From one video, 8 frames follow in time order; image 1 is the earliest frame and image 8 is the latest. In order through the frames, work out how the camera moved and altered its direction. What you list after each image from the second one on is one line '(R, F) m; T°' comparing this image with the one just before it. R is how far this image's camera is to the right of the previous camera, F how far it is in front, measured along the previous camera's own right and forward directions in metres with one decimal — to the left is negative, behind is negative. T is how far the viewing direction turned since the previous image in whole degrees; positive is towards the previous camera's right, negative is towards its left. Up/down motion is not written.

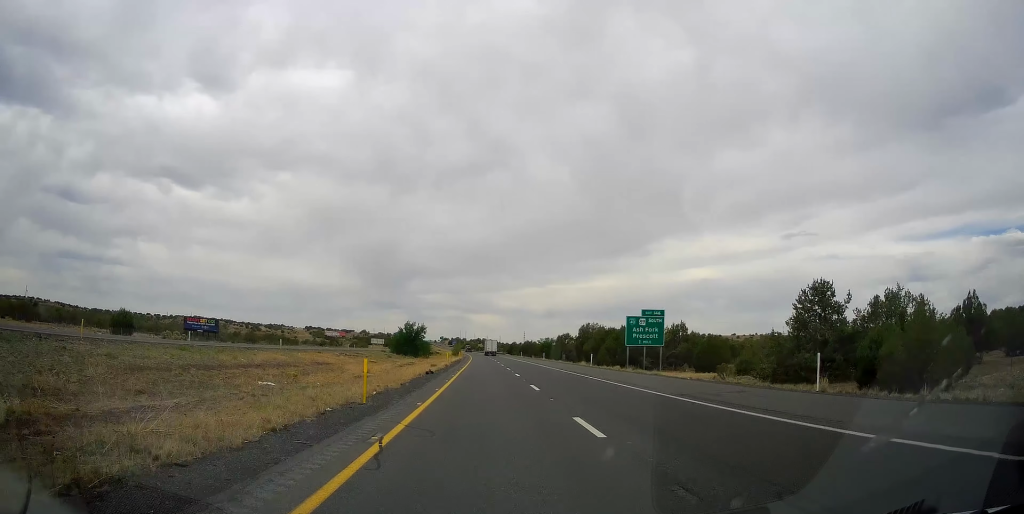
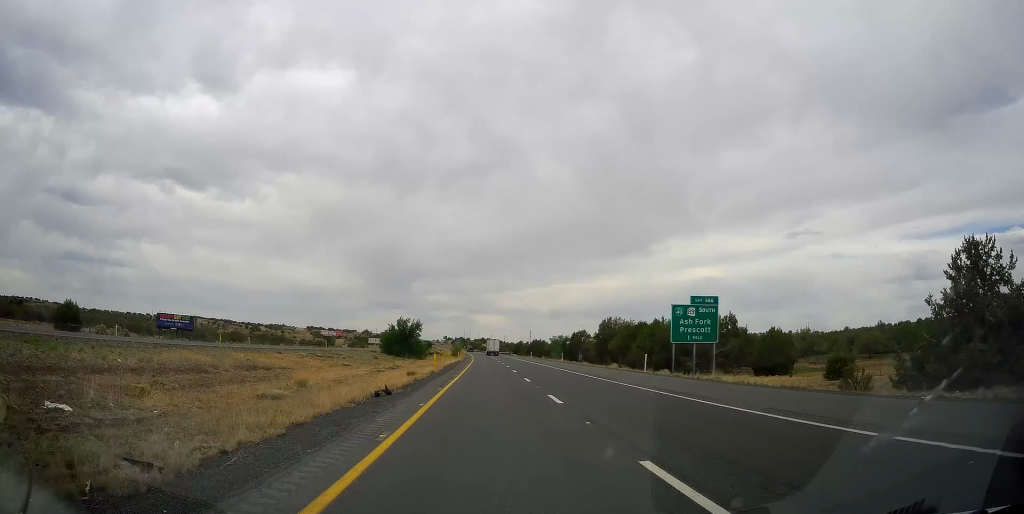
(-0.1, +18.0) m; 0°
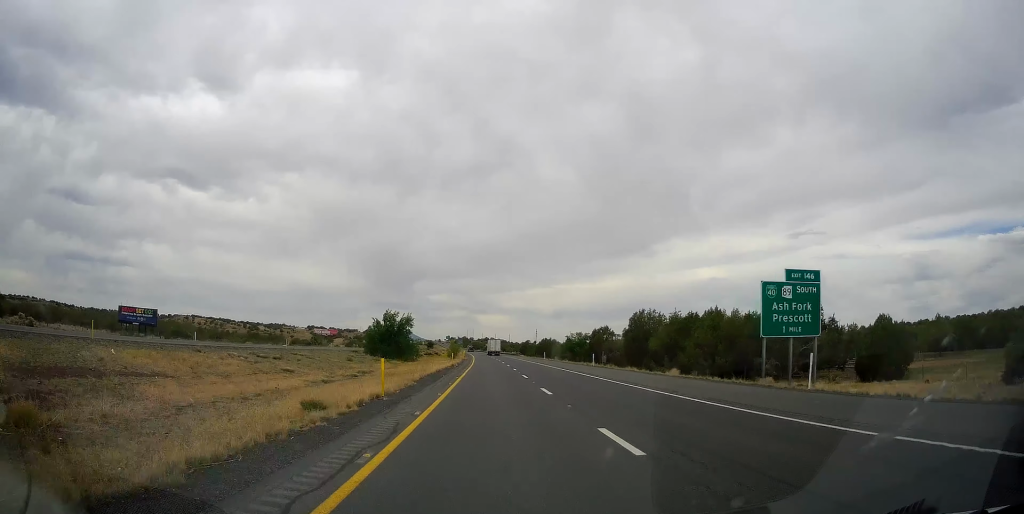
(+0.1, +20.2) m; 0°
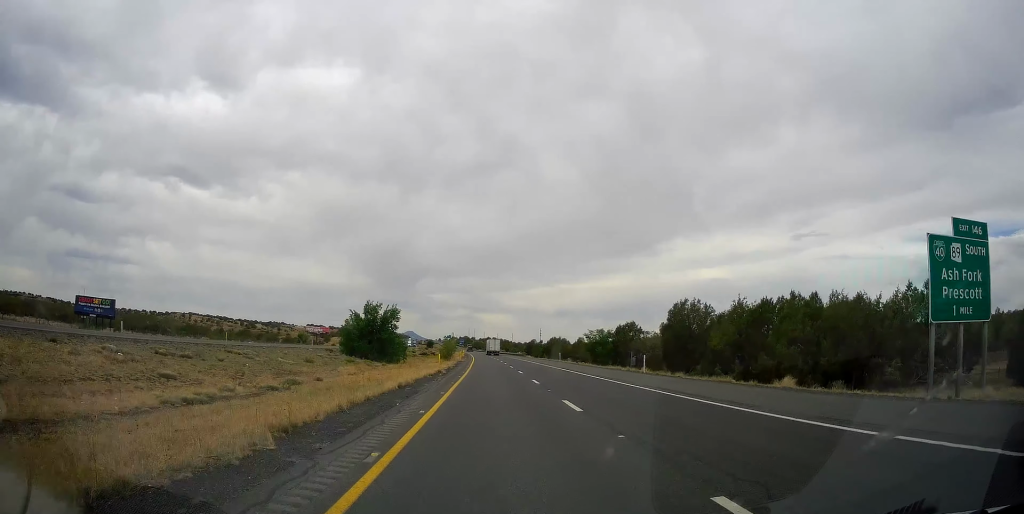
(0.0, +18.0) m; 0°
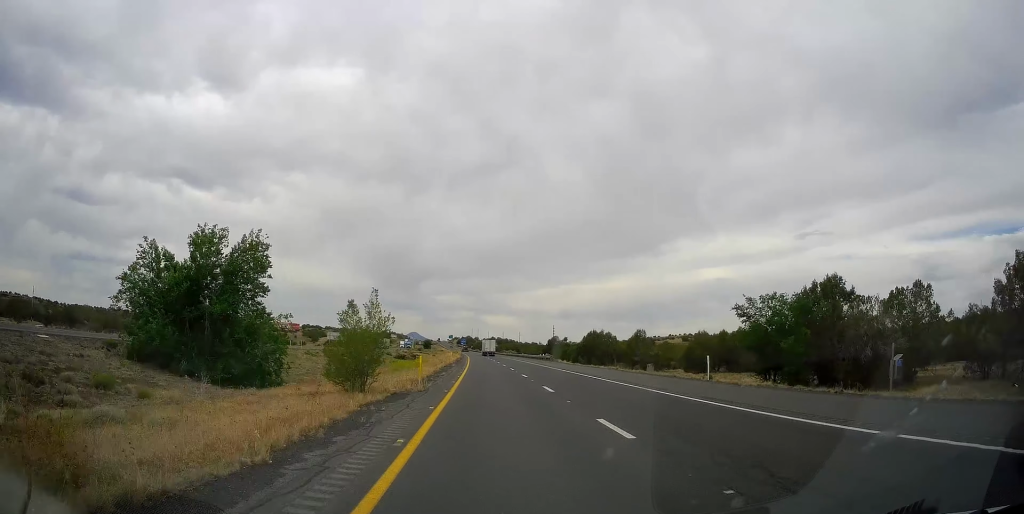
(-0.9, +53.3) m; -1°
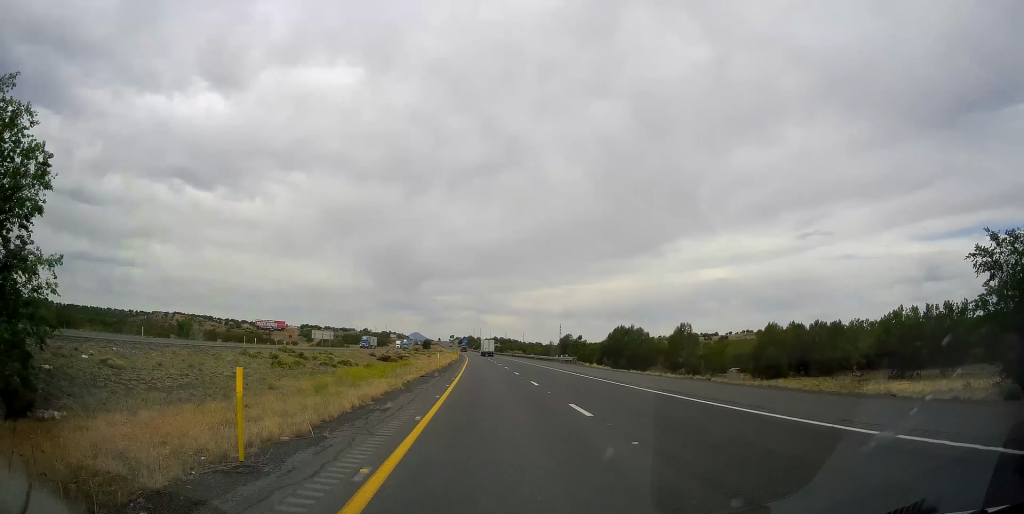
(0.0, +20.4) m; 0°
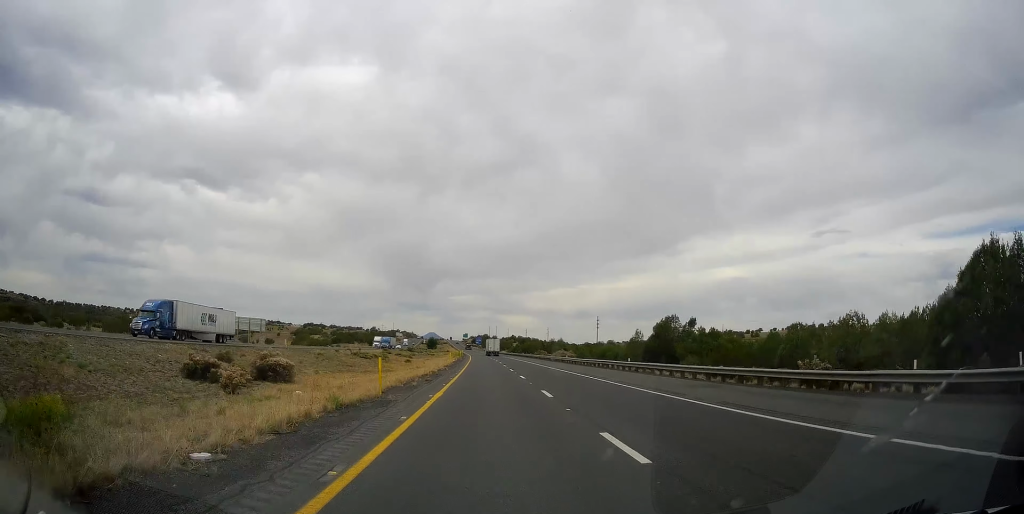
(-0.4, +66.9) m; -1°
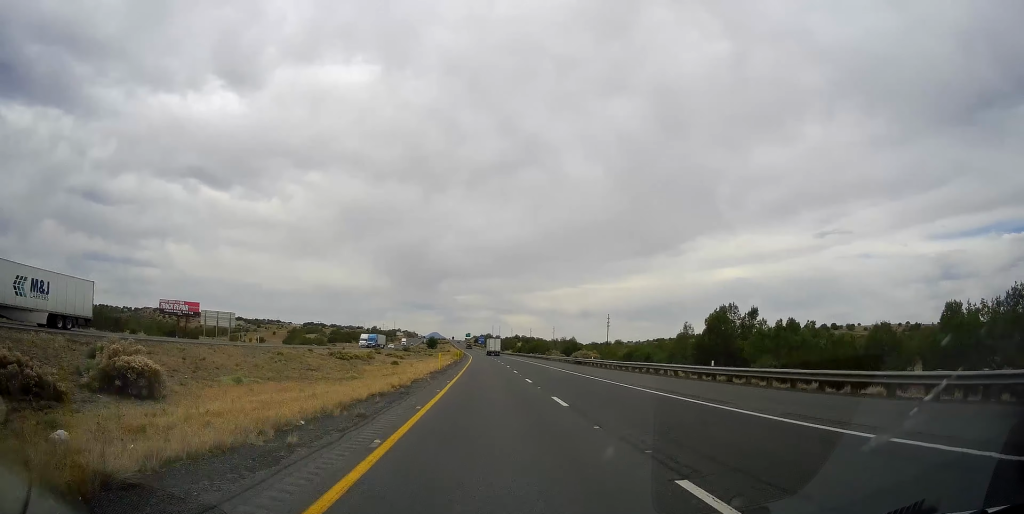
(-0.2, +15.9) m; 0°
